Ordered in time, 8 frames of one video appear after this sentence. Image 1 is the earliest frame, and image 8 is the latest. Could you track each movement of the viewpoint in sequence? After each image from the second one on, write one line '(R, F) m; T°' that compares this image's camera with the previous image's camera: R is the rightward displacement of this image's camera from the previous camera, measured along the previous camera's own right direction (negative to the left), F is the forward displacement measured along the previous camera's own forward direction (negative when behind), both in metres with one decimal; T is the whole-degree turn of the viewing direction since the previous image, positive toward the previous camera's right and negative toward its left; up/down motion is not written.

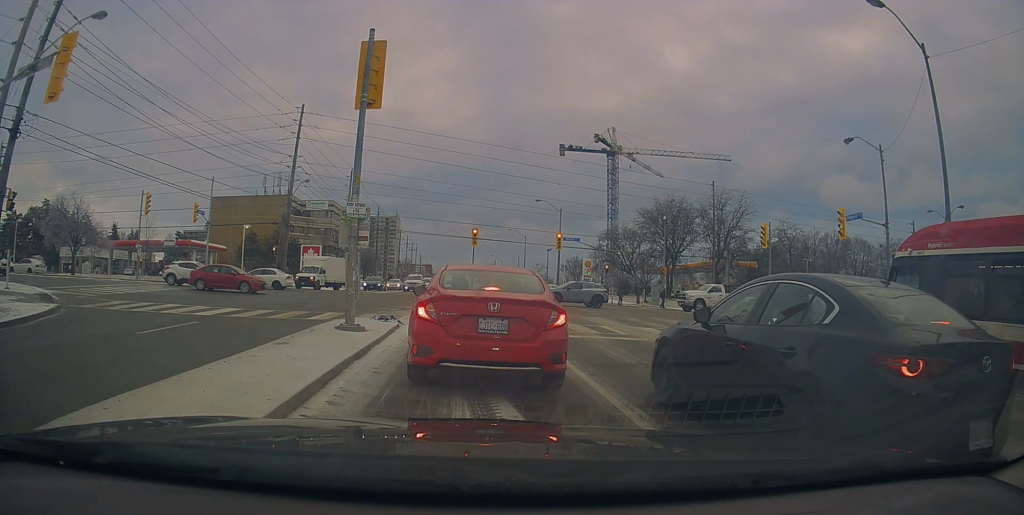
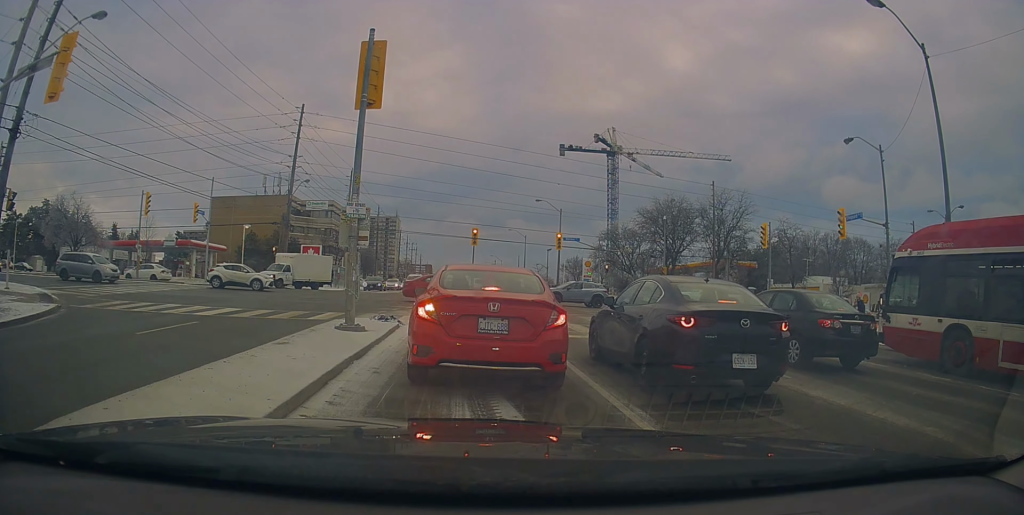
(0.0, 0.0) m; 0°
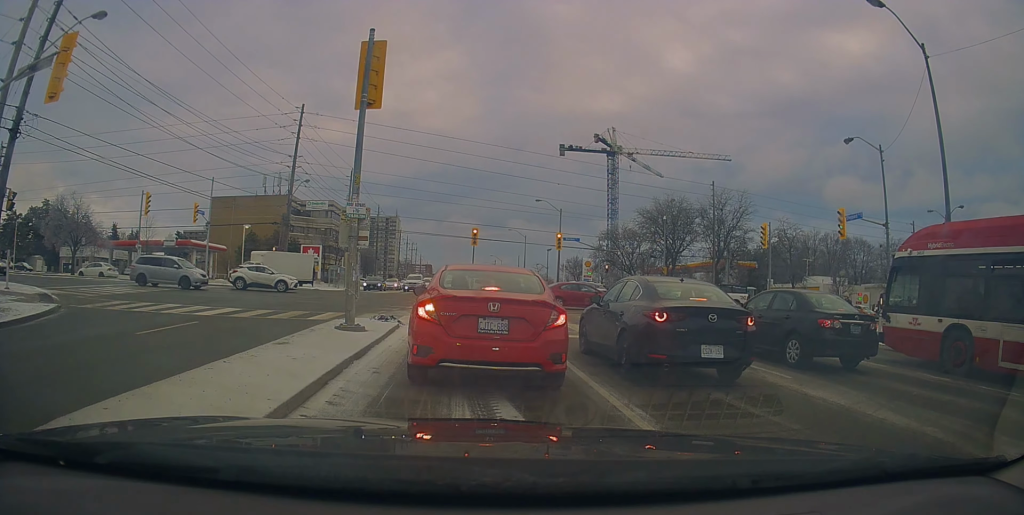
(0.0, 0.0) m; 0°
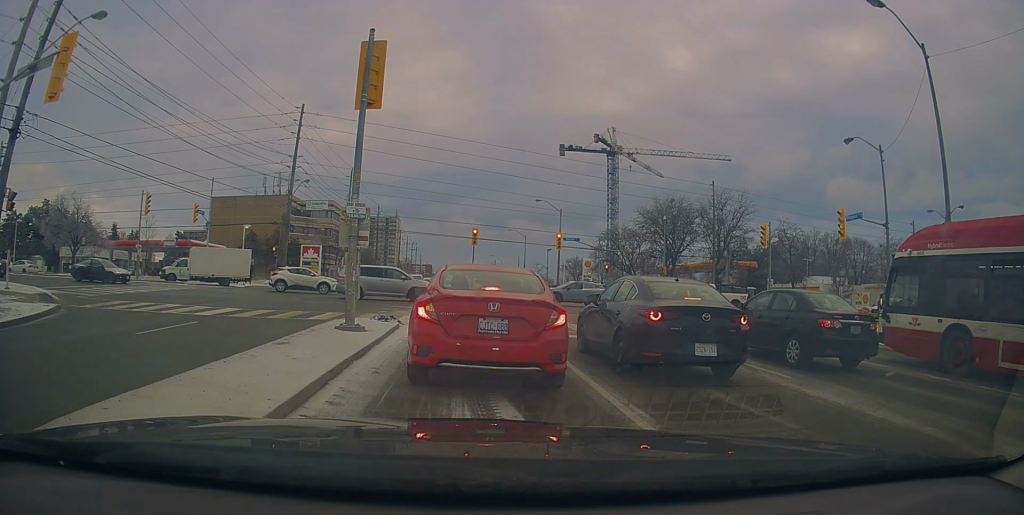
(0.0, 0.0) m; 0°
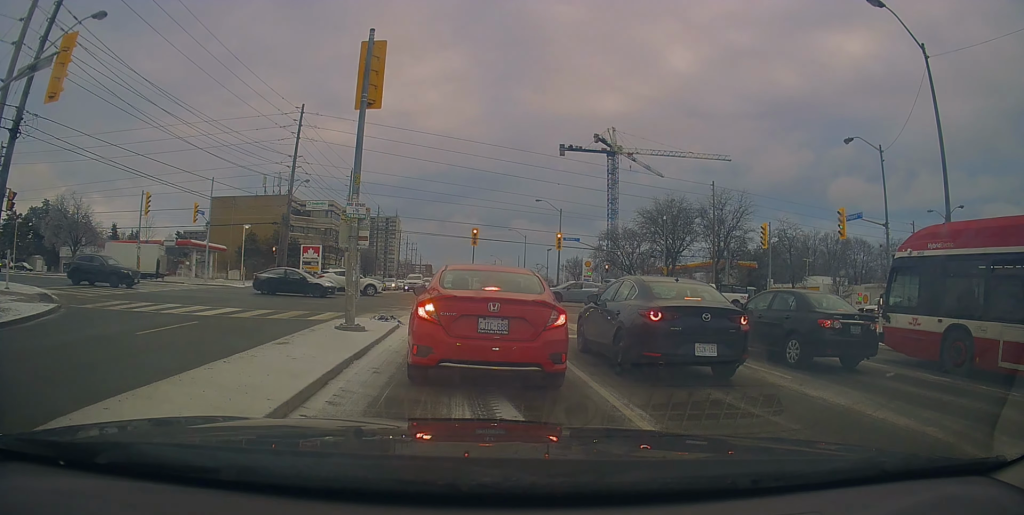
(0.0, 0.0) m; 0°
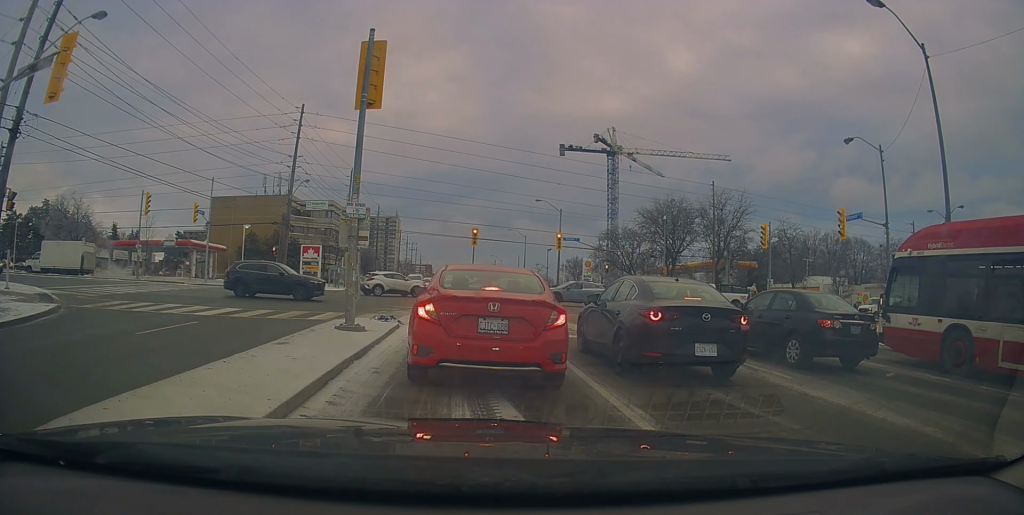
(0.0, 0.0) m; 0°
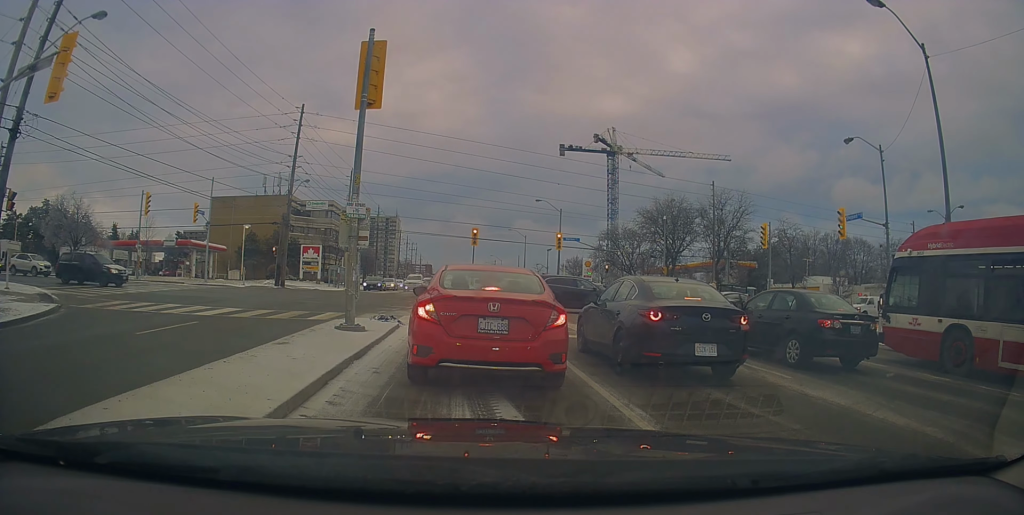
(0.0, 0.0) m; 0°
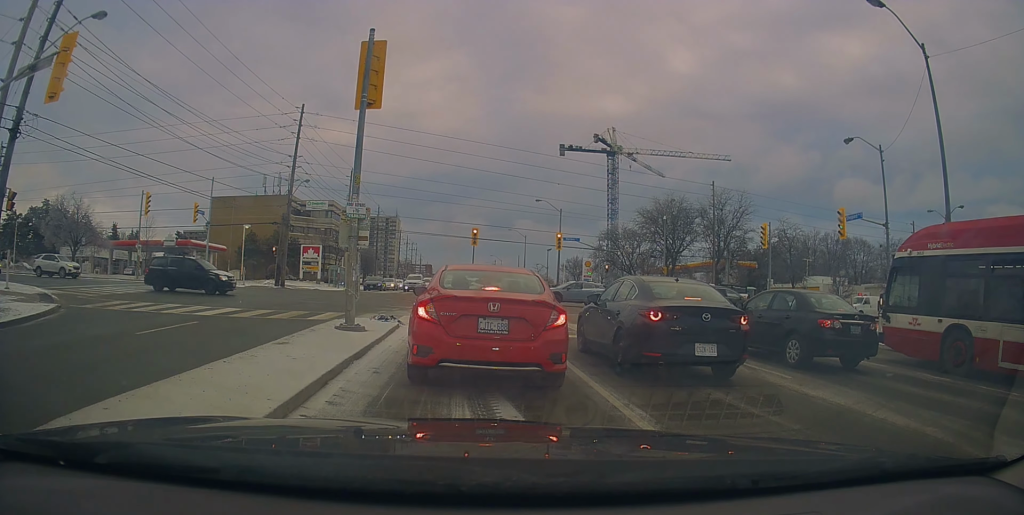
(0.0, 0.0) m; 0°
